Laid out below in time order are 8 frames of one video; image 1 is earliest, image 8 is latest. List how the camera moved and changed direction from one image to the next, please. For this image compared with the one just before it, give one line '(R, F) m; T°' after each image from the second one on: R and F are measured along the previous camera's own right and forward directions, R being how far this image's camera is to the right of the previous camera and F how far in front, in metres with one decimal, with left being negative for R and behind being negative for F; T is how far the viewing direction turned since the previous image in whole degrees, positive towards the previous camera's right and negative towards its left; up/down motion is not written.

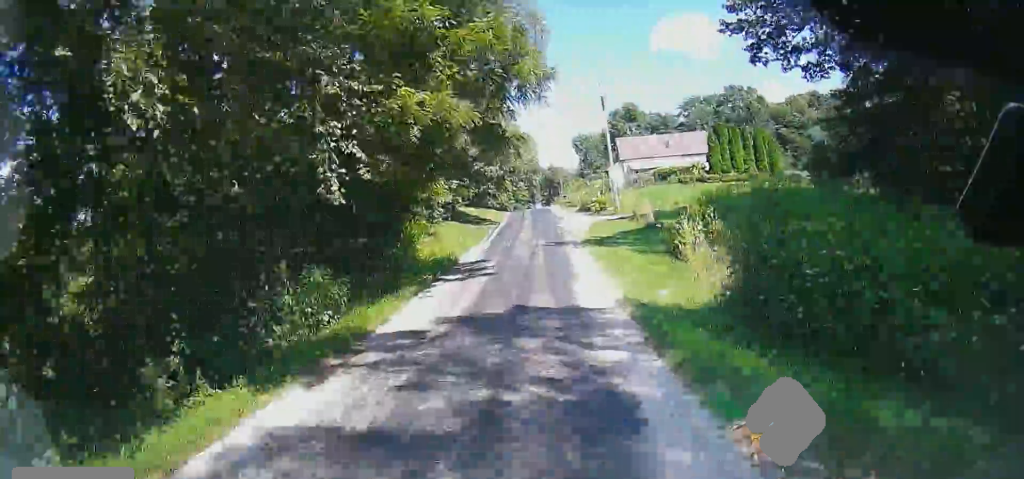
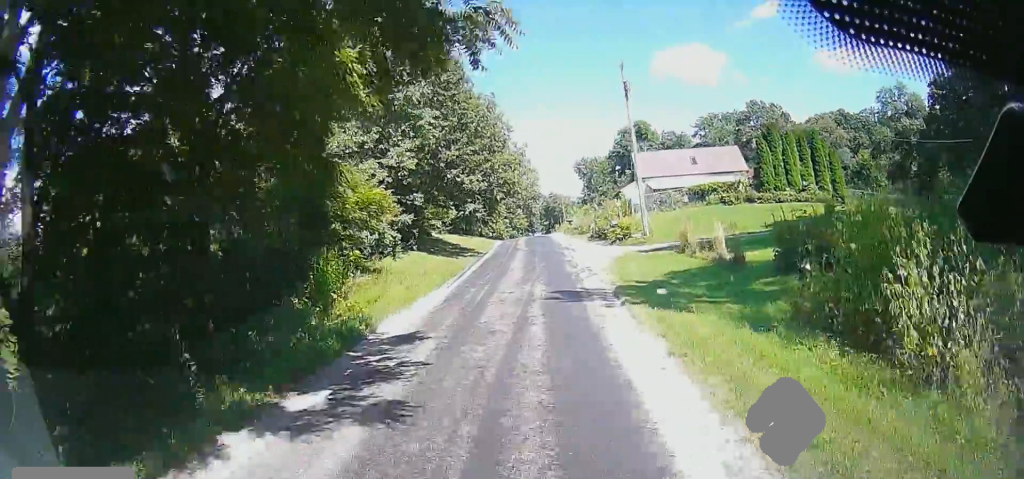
(0.0, +12.4) m; 0°
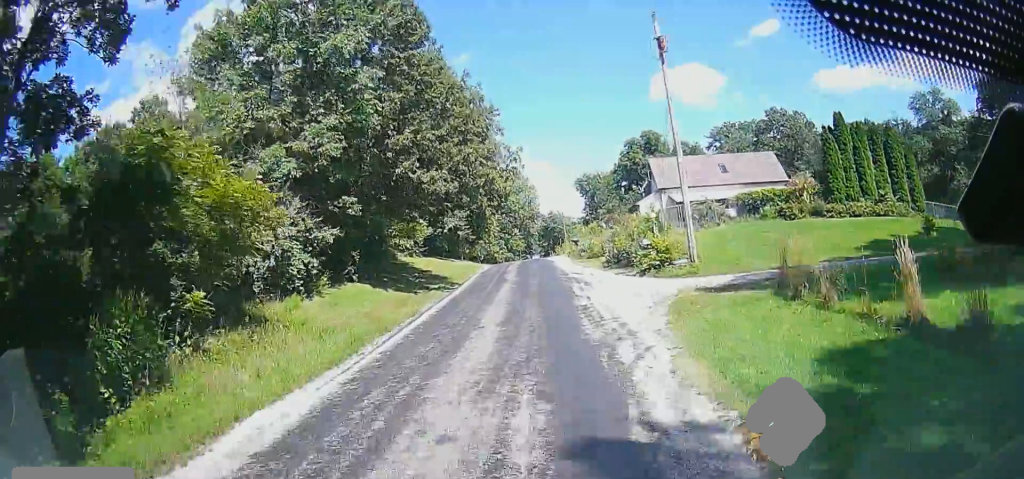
(0.0, +10.4) m; 0°
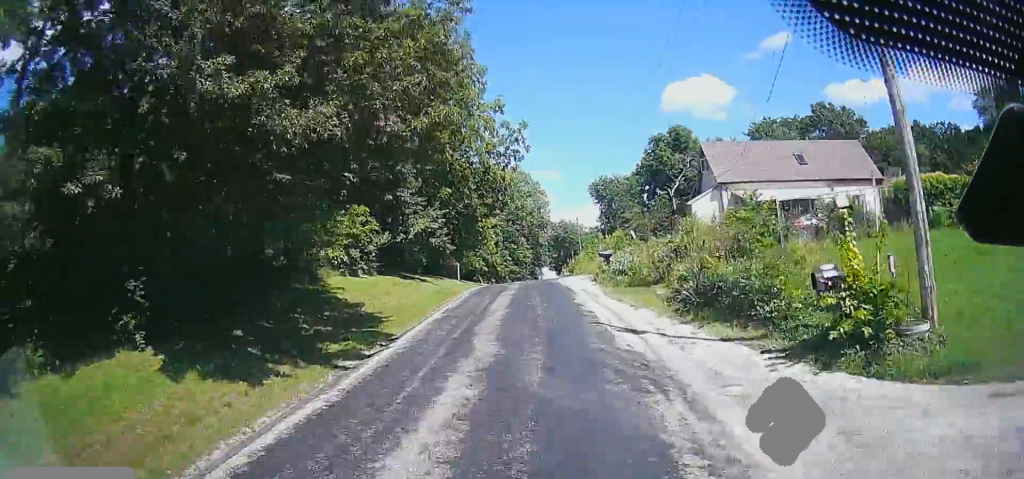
(0.0, +14.0) m; -1°
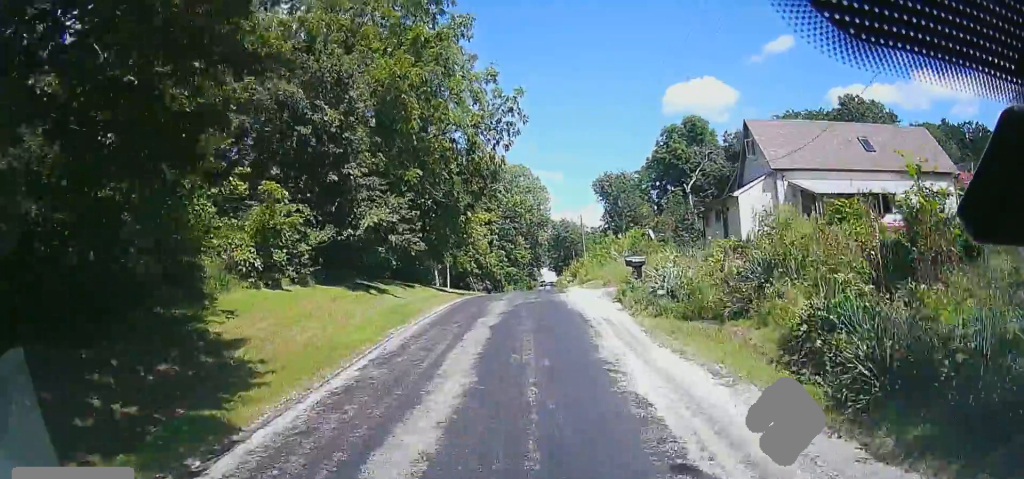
(-0.1, +8.0) m; -1°
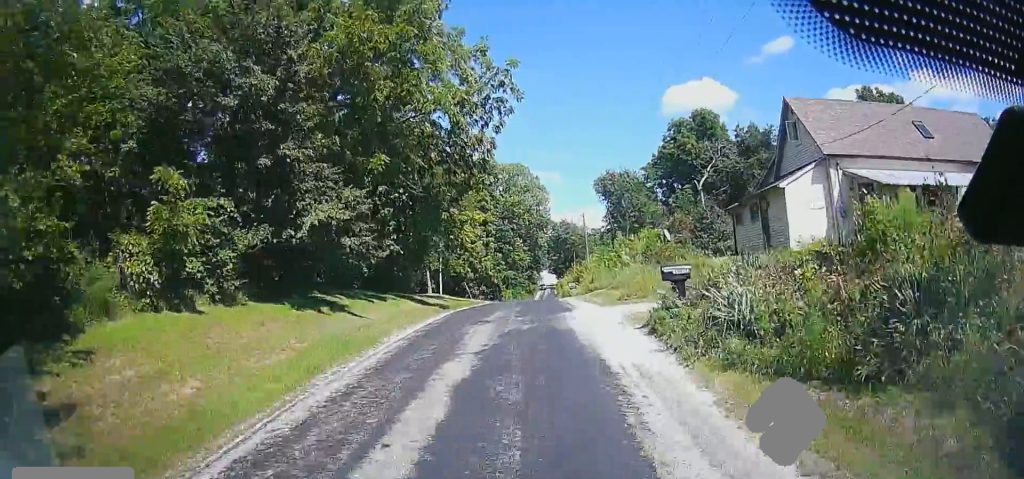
(-0.1, +5.2) m; 0°
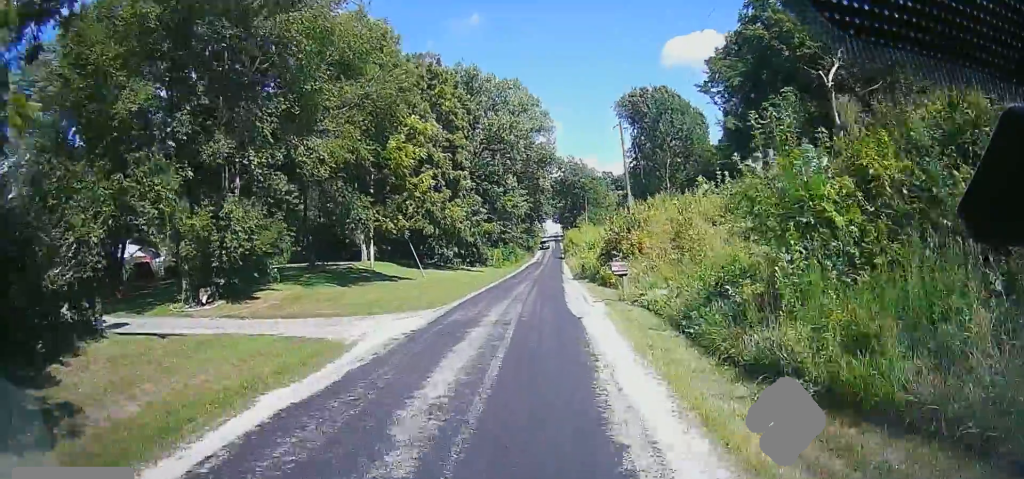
(-0.1, +29.9) m; 0°
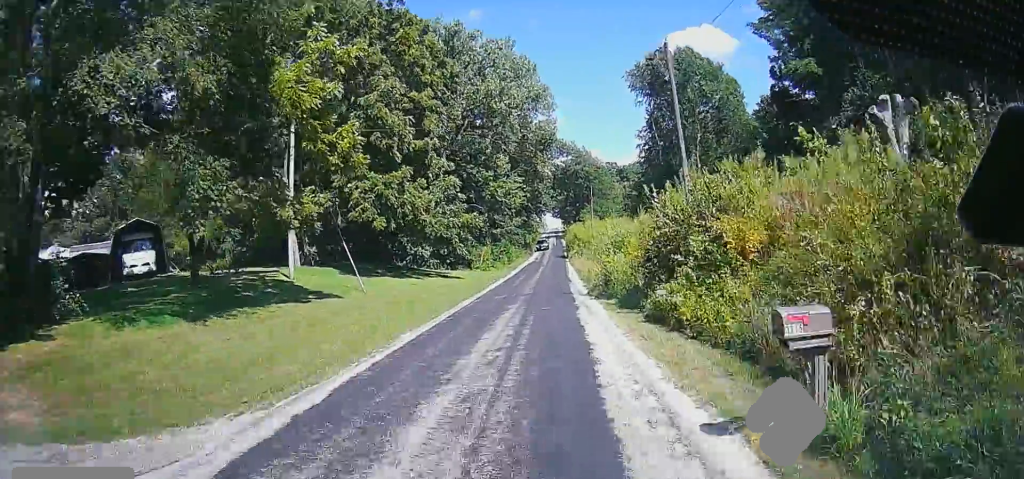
(0.0, +14.4) m; 0°
